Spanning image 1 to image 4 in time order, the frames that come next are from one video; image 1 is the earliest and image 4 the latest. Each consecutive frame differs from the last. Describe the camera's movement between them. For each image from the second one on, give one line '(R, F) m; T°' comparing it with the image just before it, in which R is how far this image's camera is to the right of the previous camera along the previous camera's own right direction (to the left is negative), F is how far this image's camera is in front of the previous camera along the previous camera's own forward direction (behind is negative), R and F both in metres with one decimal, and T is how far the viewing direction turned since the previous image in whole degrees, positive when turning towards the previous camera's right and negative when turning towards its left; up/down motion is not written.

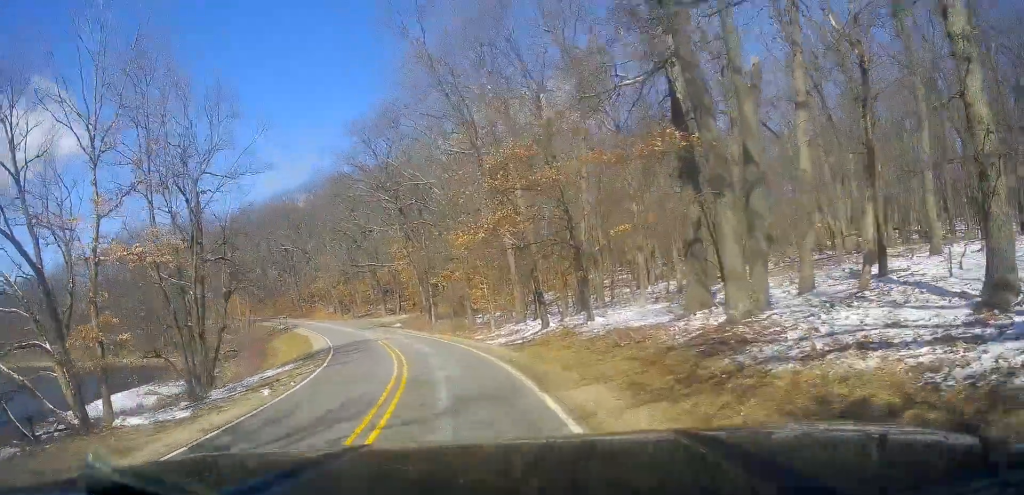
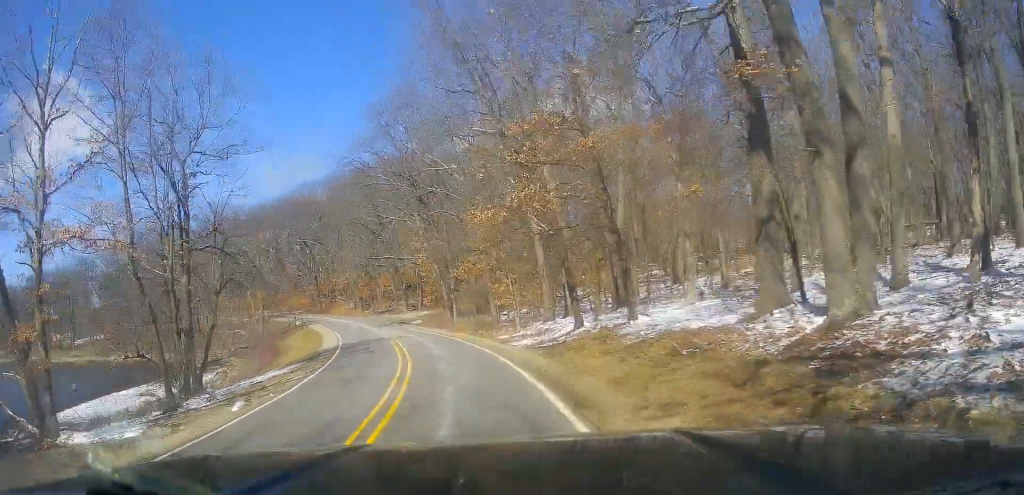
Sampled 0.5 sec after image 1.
(0.0, +3.4) m; -3°
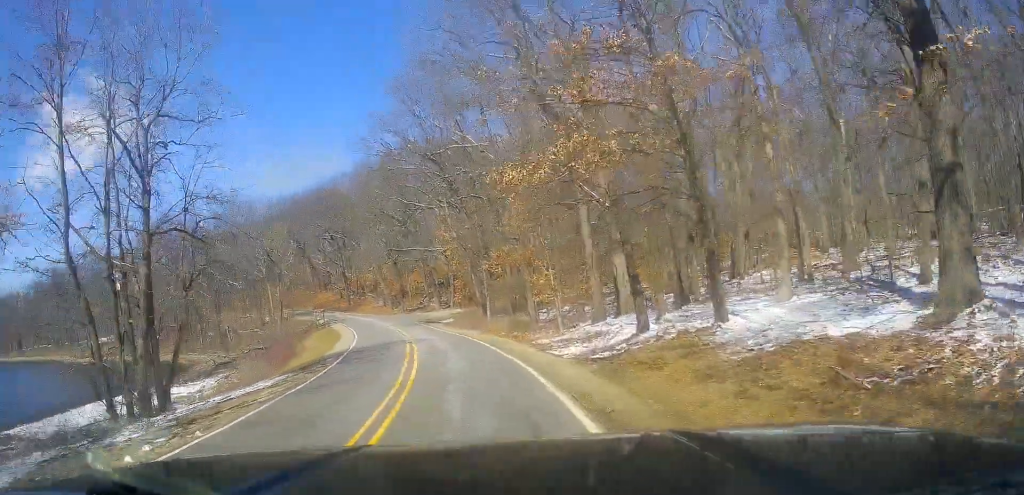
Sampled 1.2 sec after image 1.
(-0.3, +5.1) m; -4°
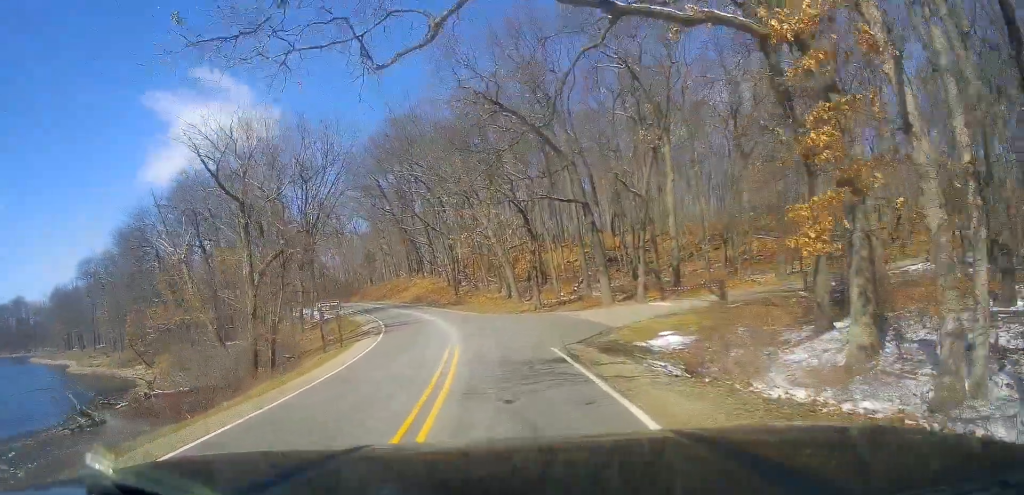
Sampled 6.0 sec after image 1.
(-6.9, +39.5) m; -18°
